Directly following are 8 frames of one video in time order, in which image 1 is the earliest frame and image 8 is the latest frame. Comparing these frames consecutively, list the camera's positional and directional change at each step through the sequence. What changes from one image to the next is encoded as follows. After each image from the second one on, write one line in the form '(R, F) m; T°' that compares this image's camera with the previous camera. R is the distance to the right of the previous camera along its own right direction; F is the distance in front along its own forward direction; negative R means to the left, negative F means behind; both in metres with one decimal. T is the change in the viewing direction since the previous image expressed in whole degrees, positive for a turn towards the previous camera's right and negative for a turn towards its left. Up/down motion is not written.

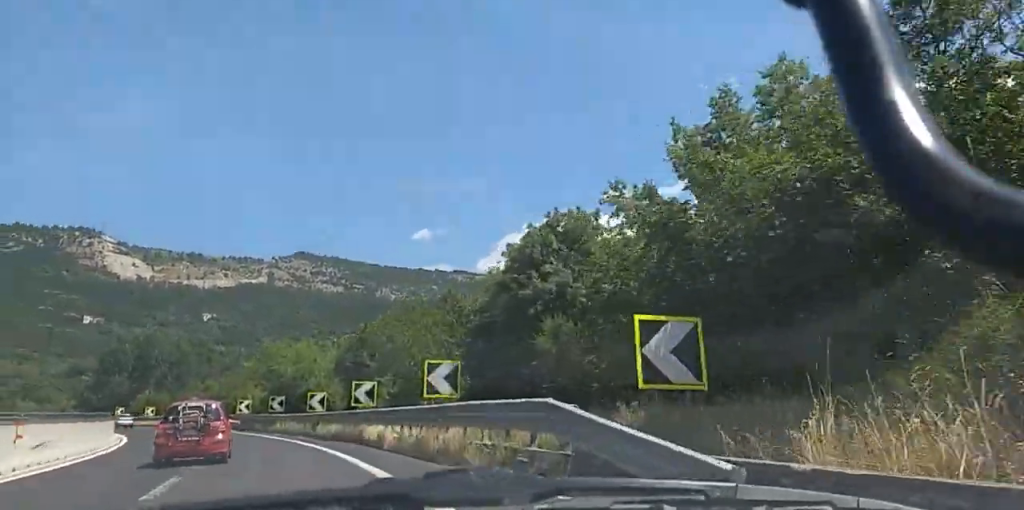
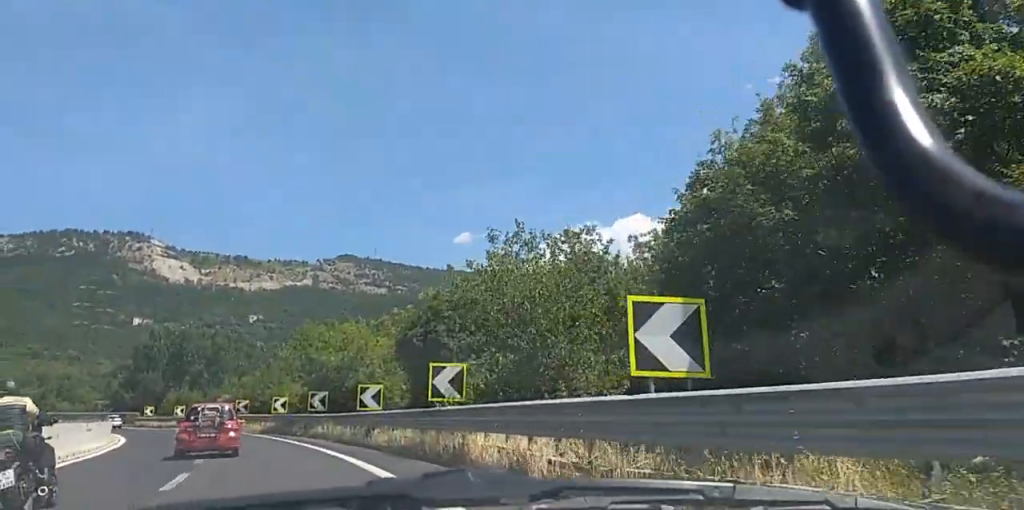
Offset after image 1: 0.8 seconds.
(0.0, +14.3) m; -2°
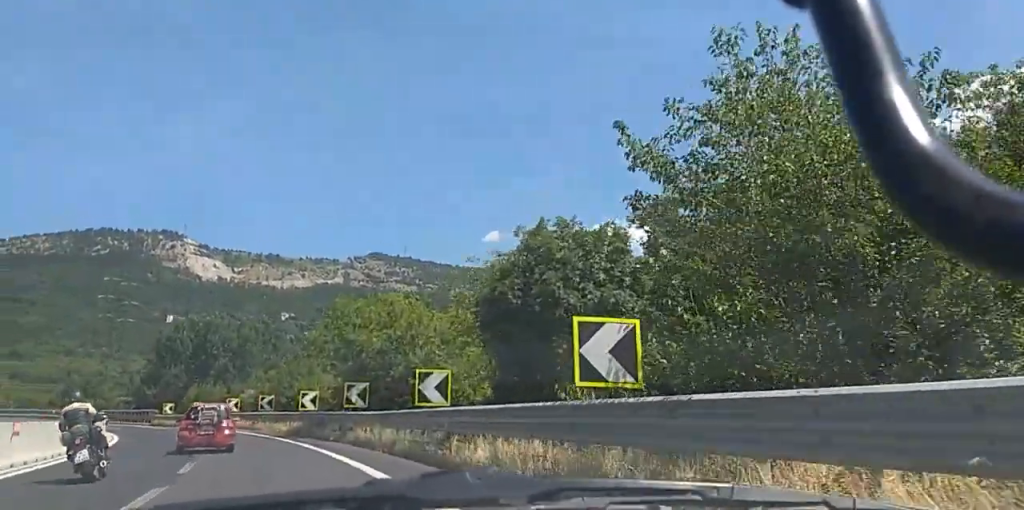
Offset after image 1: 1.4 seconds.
(-0.2, +11.8) m; -3°
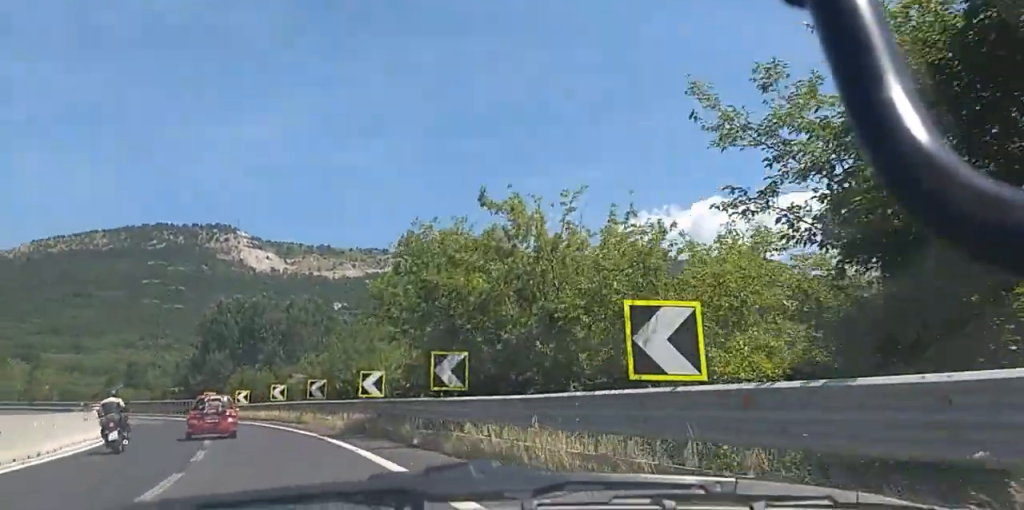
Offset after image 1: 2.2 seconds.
(-0.6, +14.3) m; -4°
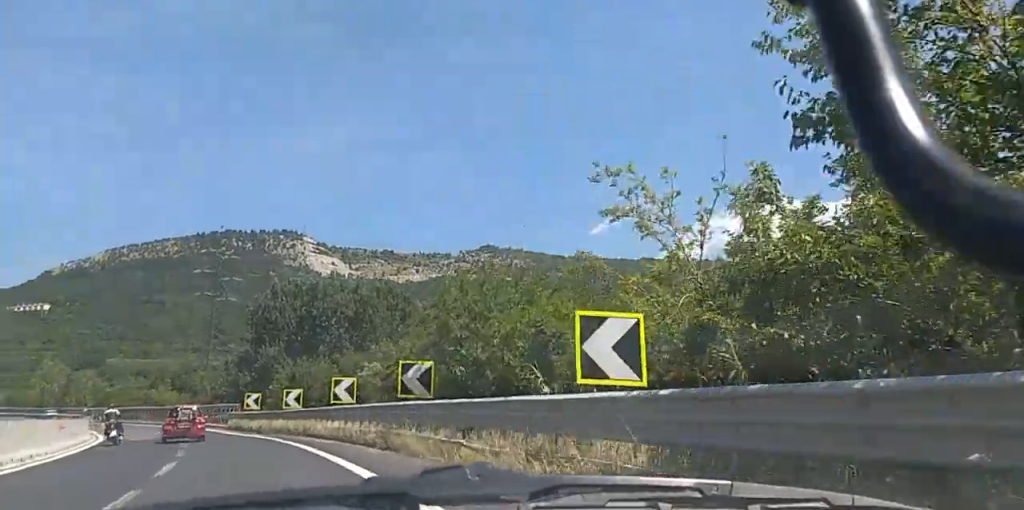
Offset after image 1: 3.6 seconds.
(-1.9, +25.3) m; -8°
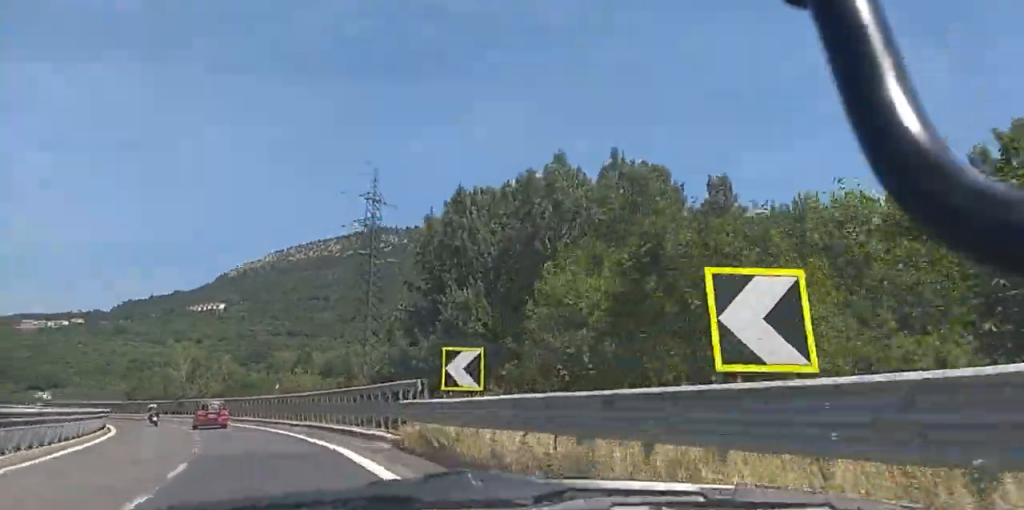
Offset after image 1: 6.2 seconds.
(-2.6, +44.3) m; -7°
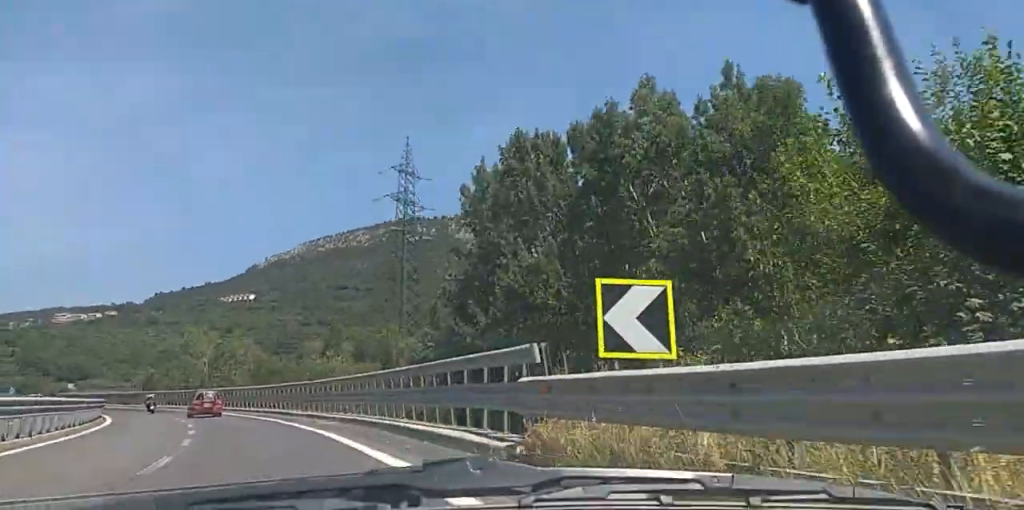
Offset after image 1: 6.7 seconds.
(-0.5, +9.0) m; -3°
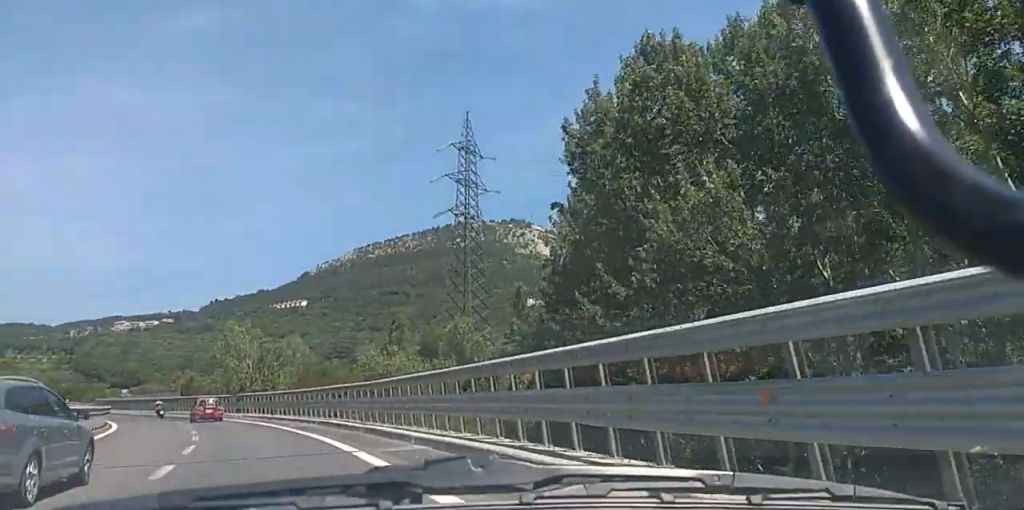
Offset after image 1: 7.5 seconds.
(-0.5, +13.8) m; -4°
